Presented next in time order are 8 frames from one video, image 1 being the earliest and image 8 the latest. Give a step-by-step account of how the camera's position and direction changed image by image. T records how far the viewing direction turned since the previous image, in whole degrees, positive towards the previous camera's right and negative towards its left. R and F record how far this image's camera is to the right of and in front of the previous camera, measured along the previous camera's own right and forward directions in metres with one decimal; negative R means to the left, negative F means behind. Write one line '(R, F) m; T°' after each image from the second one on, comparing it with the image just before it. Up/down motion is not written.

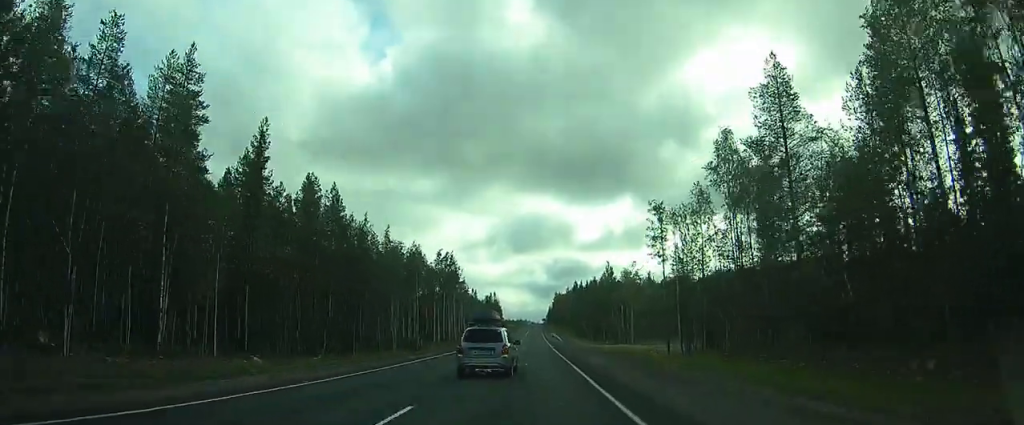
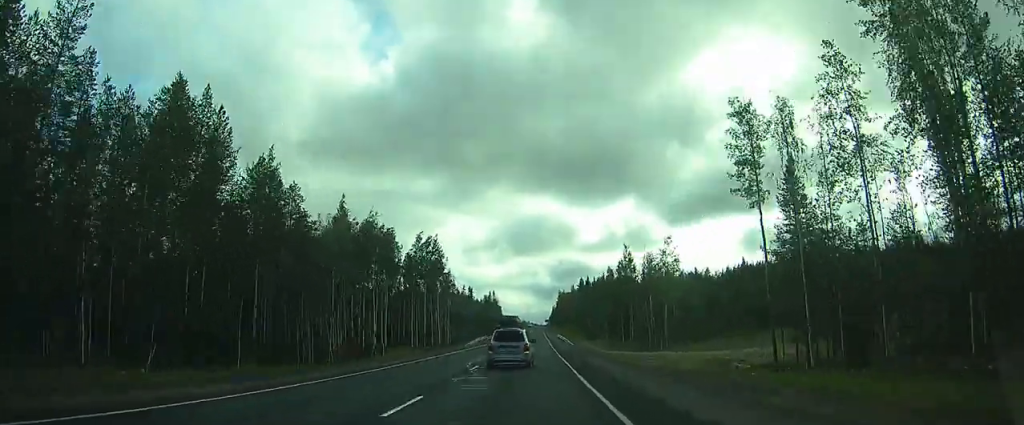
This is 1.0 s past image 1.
(+0.1, +22.4) m; +1°
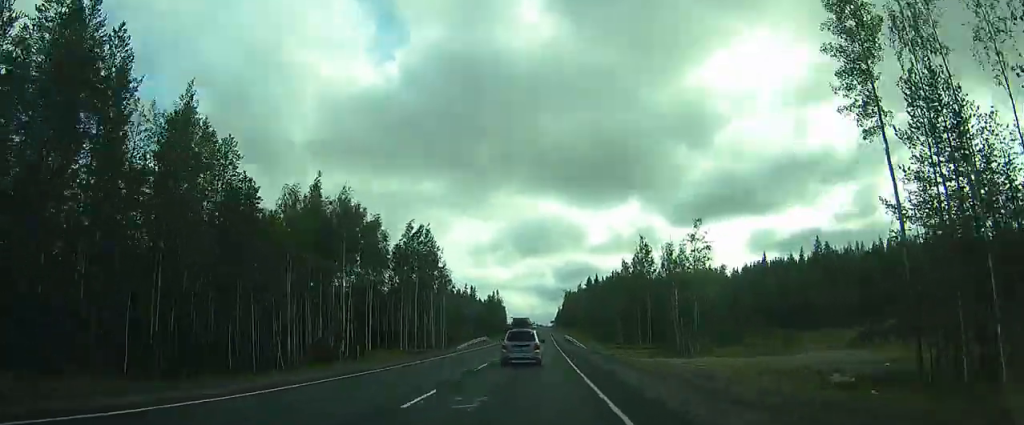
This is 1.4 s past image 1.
(+0.1, +10.7) m; +1°
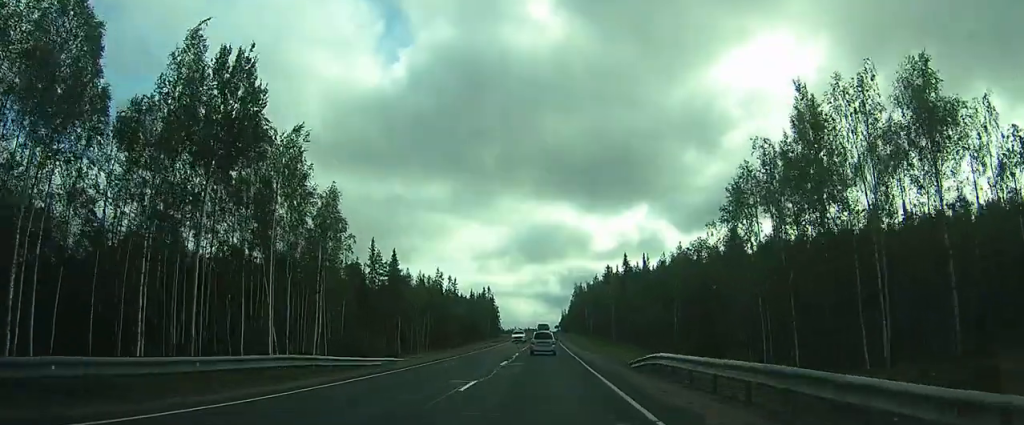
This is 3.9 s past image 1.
(+0.6, +54.7) m; +1°
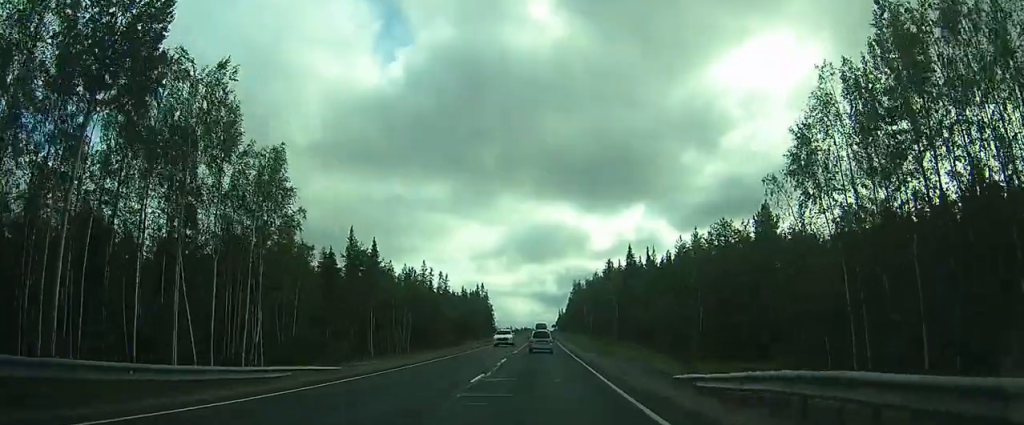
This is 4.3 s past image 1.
(0.0, +9.2) m; 0°
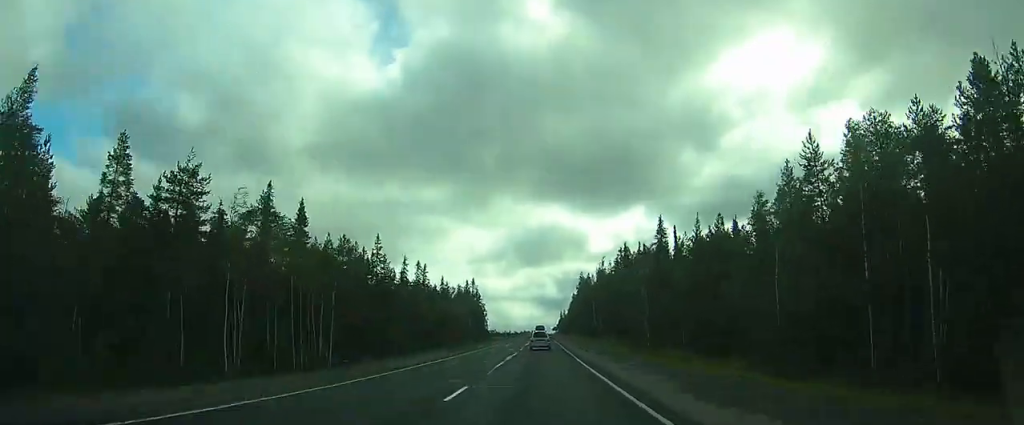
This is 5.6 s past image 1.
(-0.1, +27.9) m; -1°
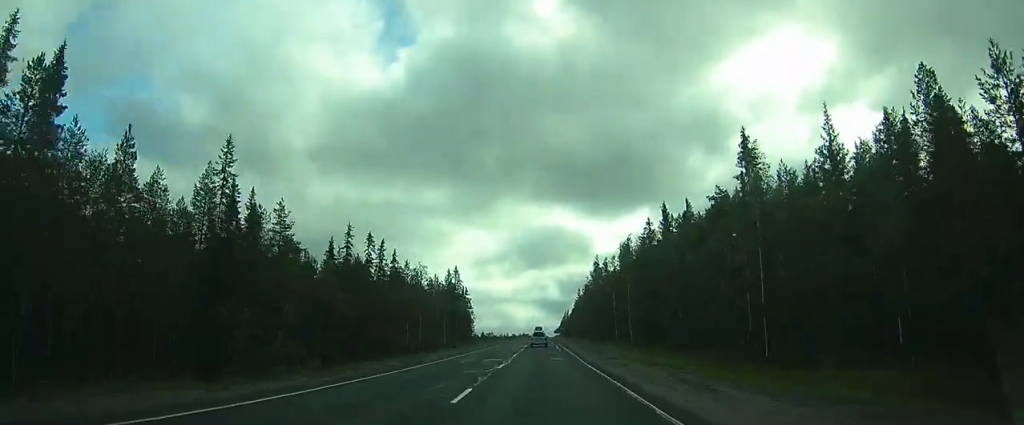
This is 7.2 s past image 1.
(-0.3, +43.5) m; -2°
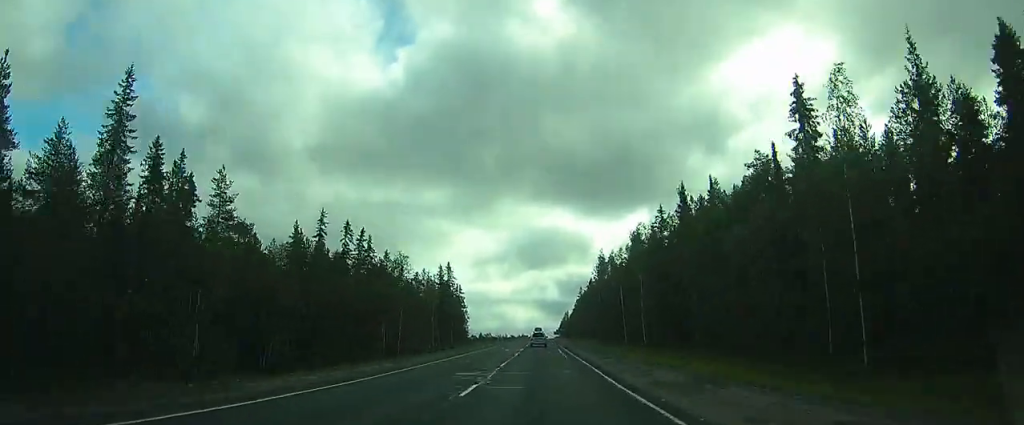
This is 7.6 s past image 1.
(+0.2, +12.9) m; -1°
